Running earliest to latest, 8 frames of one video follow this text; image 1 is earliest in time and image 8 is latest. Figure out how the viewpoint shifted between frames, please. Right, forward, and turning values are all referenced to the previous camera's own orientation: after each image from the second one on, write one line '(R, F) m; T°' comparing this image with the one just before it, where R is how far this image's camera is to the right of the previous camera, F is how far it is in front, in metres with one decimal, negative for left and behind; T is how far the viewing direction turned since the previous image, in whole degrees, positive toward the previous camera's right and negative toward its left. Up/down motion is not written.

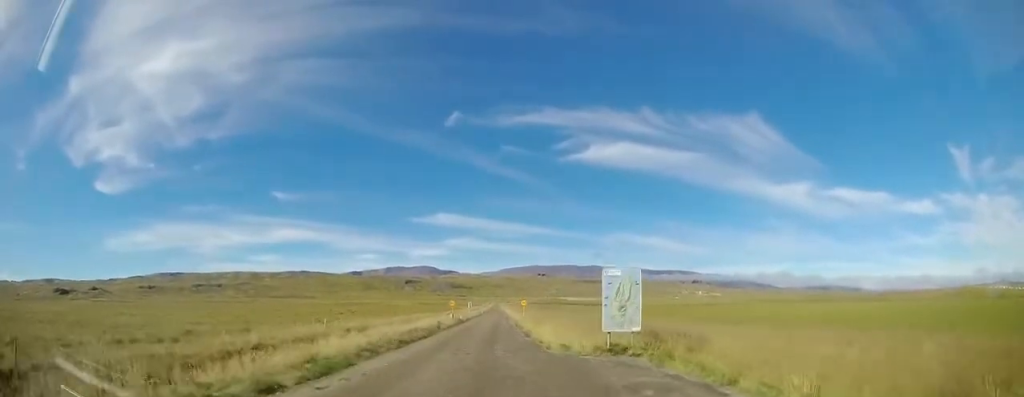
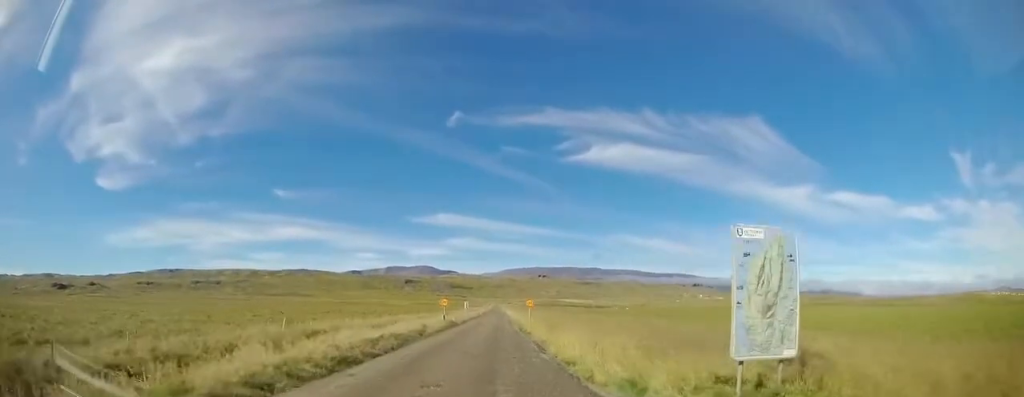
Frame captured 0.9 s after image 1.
(-0.1, +7.0) m; -2°
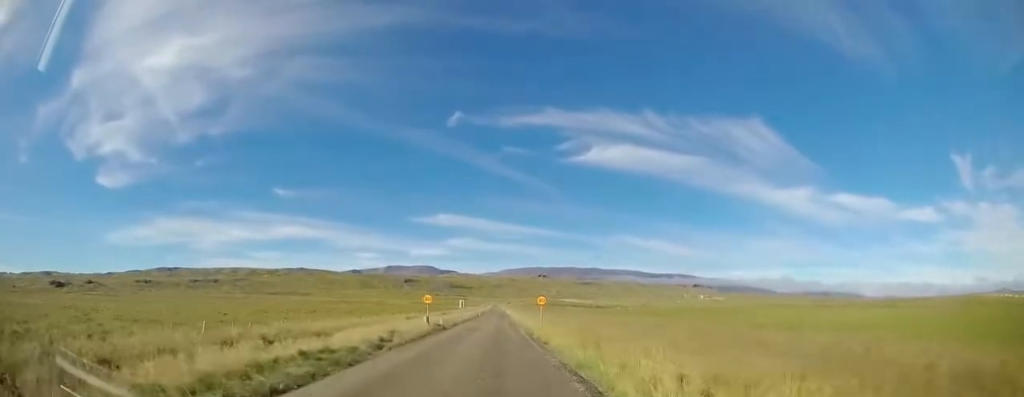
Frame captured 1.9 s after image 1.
(-0.2, +8.6) m; +1°
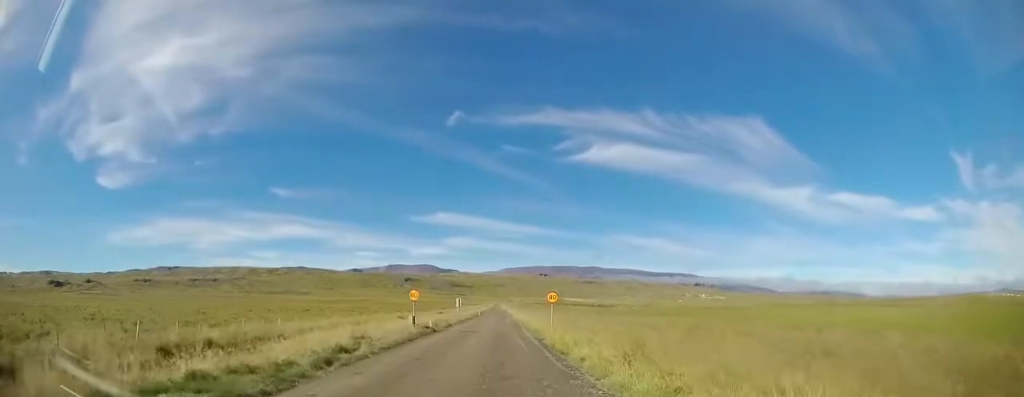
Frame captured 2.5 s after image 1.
(+0.2, +4.7) m; +1°
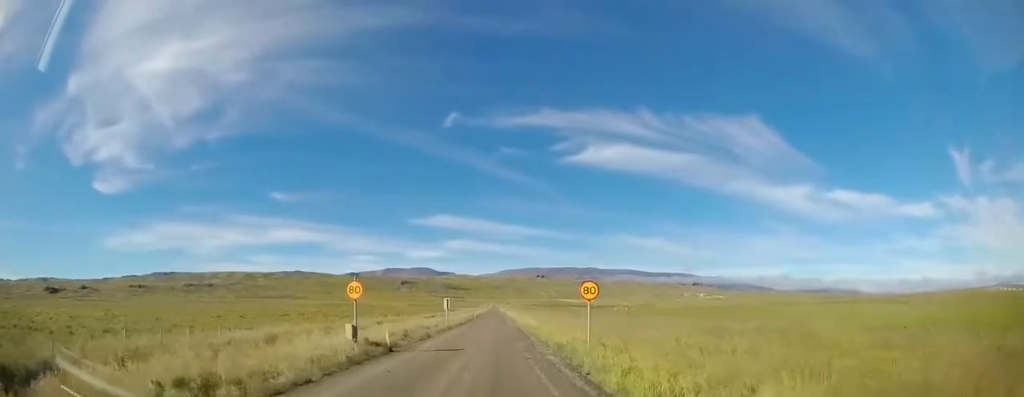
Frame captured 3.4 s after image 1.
(+0.2, +8.9) m; +1°
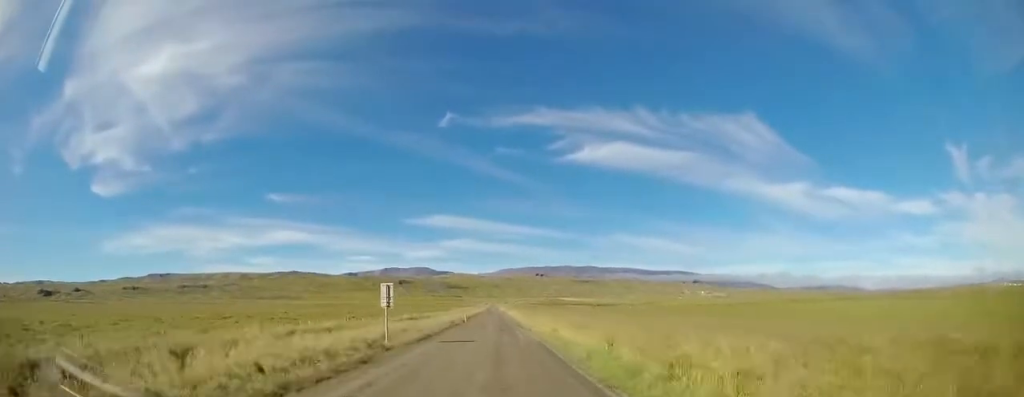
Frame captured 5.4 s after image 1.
(-0.4, +19.3) m; -2°
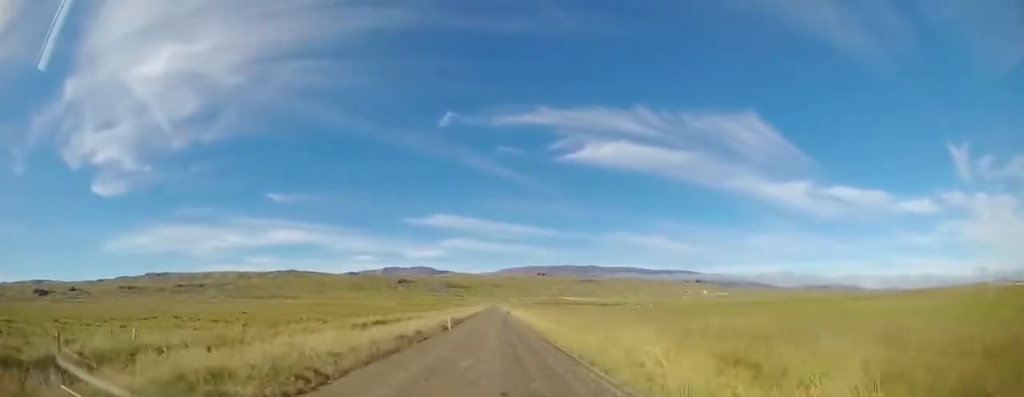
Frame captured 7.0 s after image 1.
(-0.2, +17.6) m; 0°
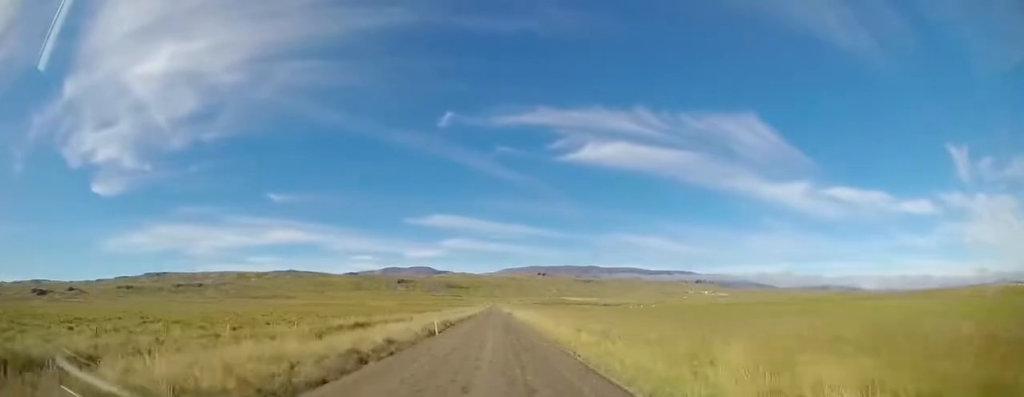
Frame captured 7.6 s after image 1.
(0.0, +6.1) m; 0°
